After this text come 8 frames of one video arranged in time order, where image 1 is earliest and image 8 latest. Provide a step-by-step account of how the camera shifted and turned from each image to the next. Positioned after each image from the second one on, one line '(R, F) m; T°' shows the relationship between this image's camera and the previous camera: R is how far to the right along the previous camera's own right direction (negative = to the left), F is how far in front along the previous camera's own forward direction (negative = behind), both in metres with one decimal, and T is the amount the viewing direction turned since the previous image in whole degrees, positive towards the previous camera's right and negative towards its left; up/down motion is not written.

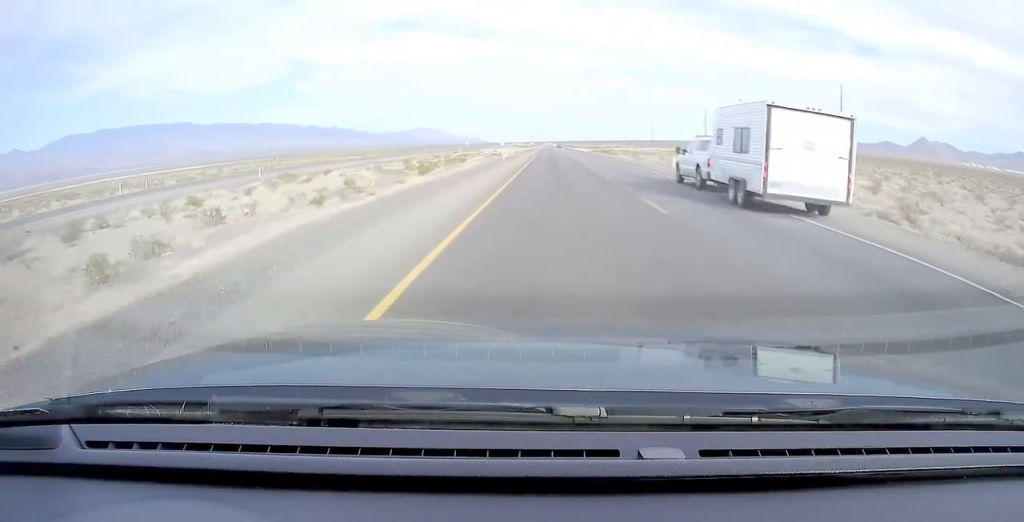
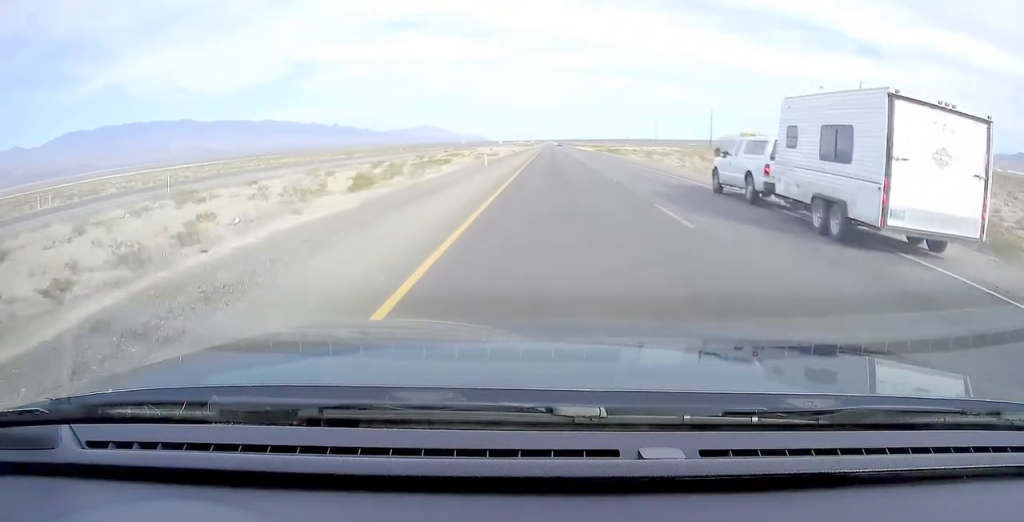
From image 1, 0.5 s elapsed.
(+0.2, +13.9) m; 0°
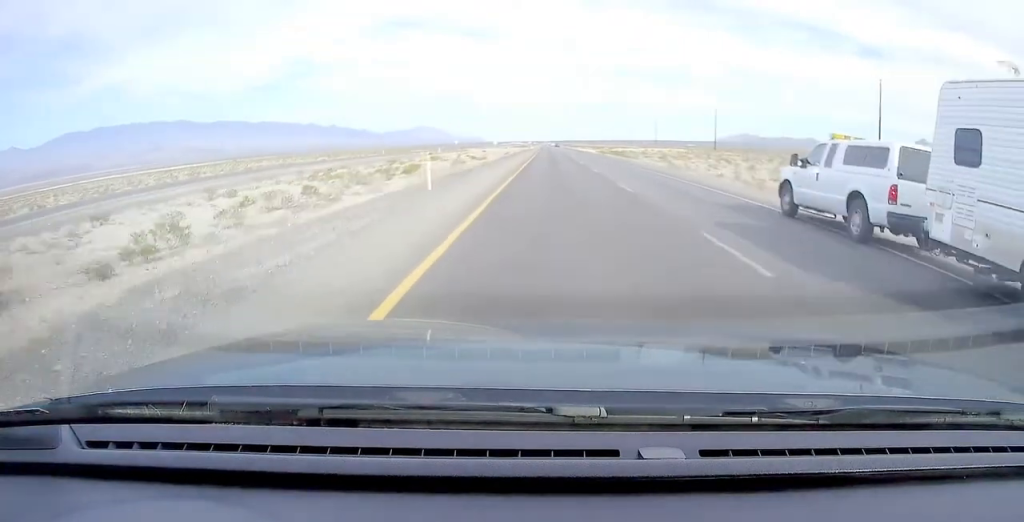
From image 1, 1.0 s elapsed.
(+0.3, +15.0) m; 0°
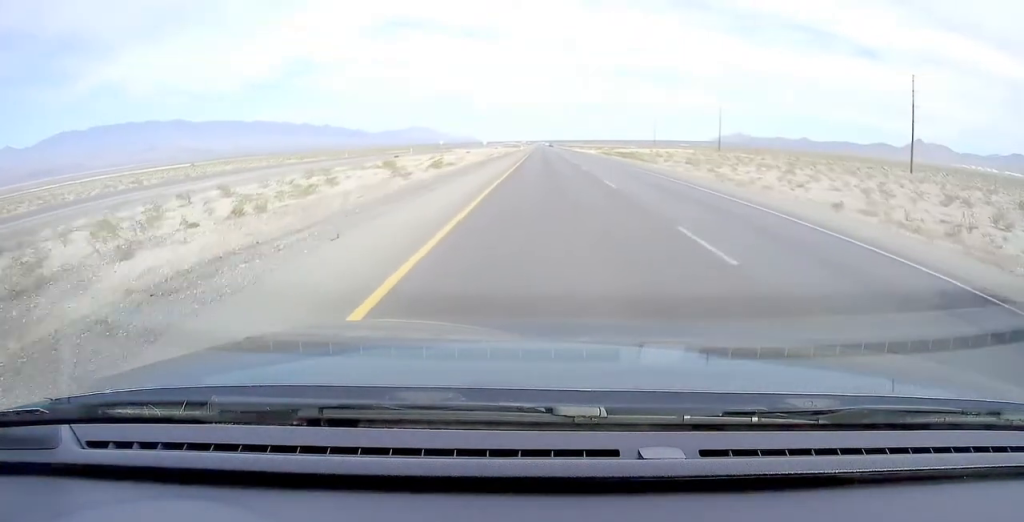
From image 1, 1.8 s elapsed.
(-0.4, +22.9) m; -1°
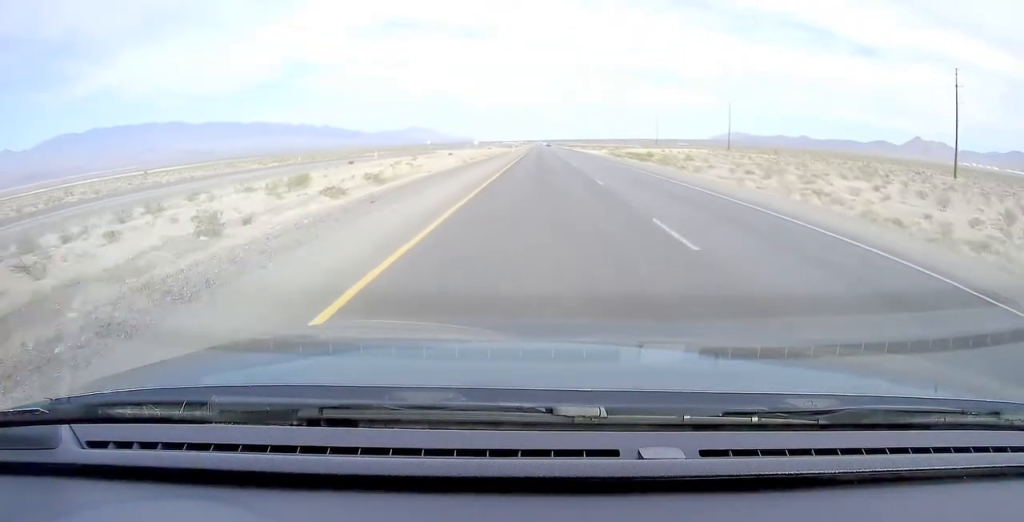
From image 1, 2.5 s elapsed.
(0.0, +22.7) m; 0°
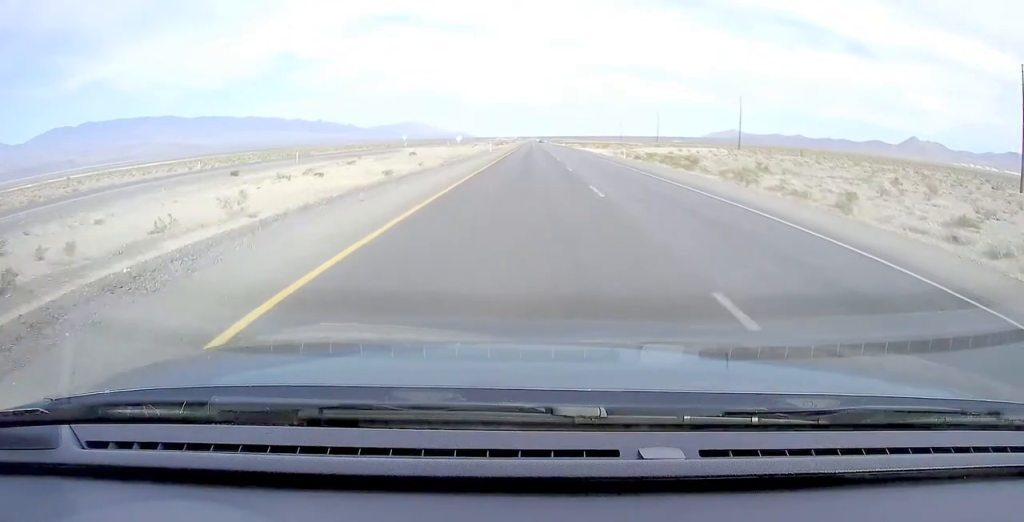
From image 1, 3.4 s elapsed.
(+0.2, +28.9) m; +1°
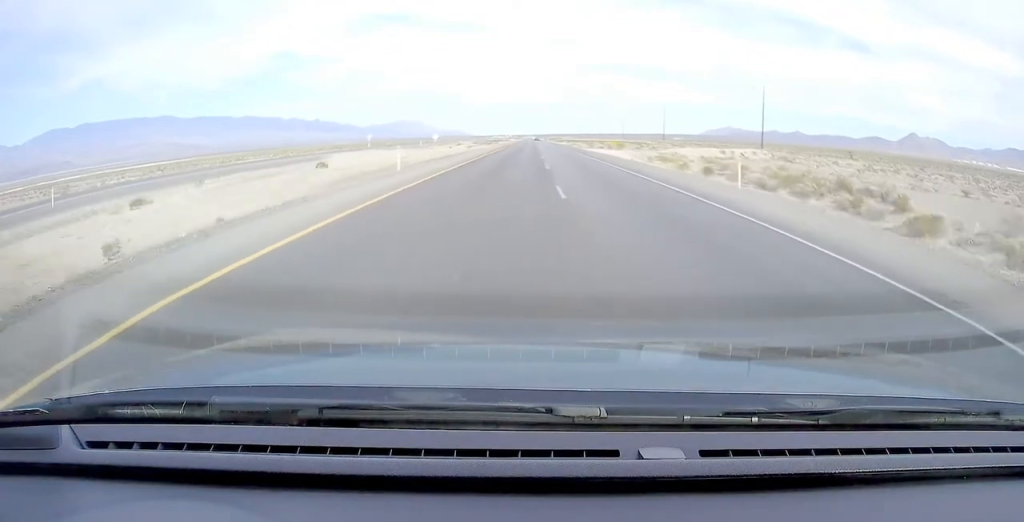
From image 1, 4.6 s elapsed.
(+0.1, +37.6) m; 0°
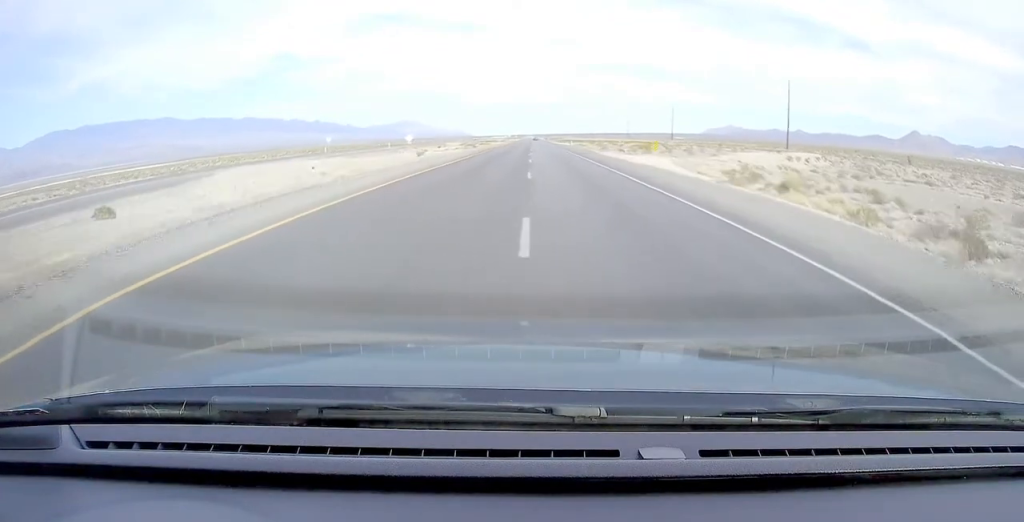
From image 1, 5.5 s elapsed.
(+0.1, +31.2) m; +1°
